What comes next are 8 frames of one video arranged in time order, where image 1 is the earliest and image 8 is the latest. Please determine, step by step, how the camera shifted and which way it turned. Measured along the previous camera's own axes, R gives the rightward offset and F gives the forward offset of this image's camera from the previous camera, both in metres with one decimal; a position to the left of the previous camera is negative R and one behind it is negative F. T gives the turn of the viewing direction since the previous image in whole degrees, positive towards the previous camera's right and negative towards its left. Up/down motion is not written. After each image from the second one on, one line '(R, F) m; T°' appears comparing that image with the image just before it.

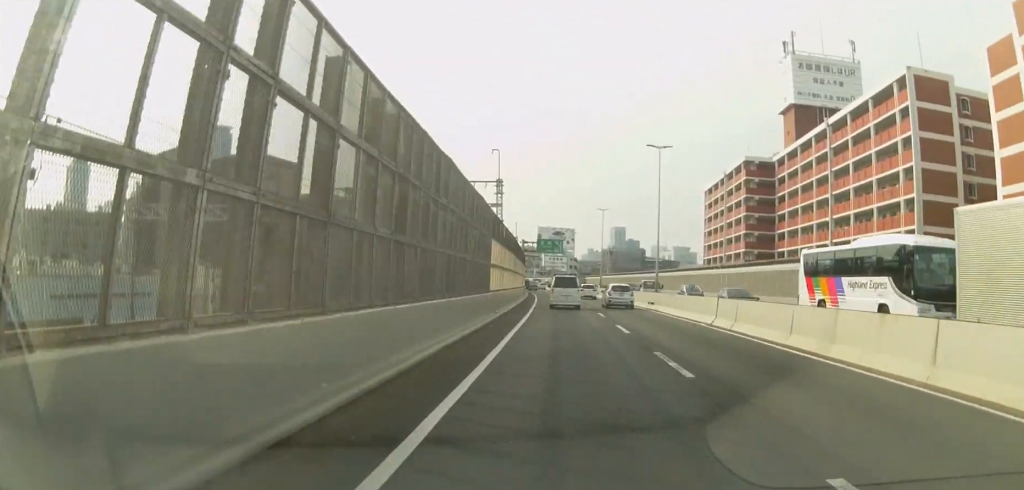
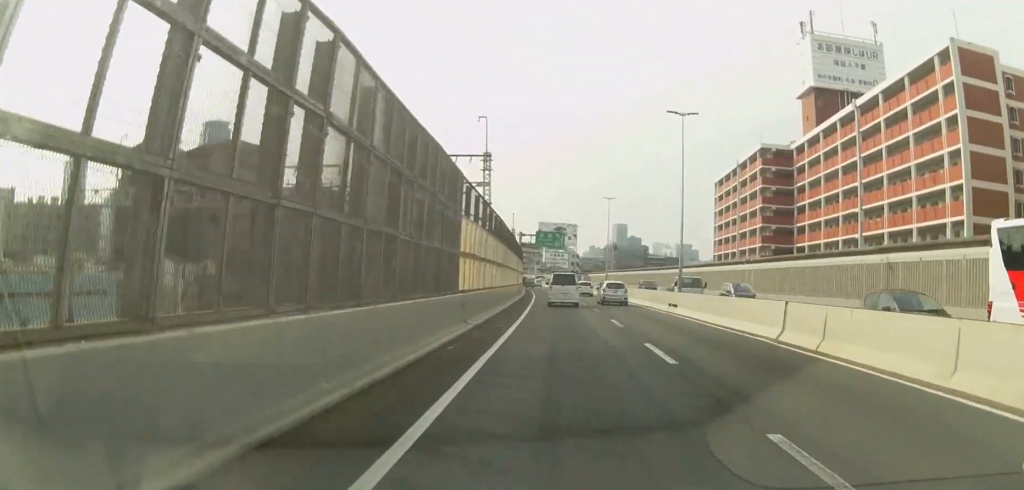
(0.0, +8.4) m; 0°
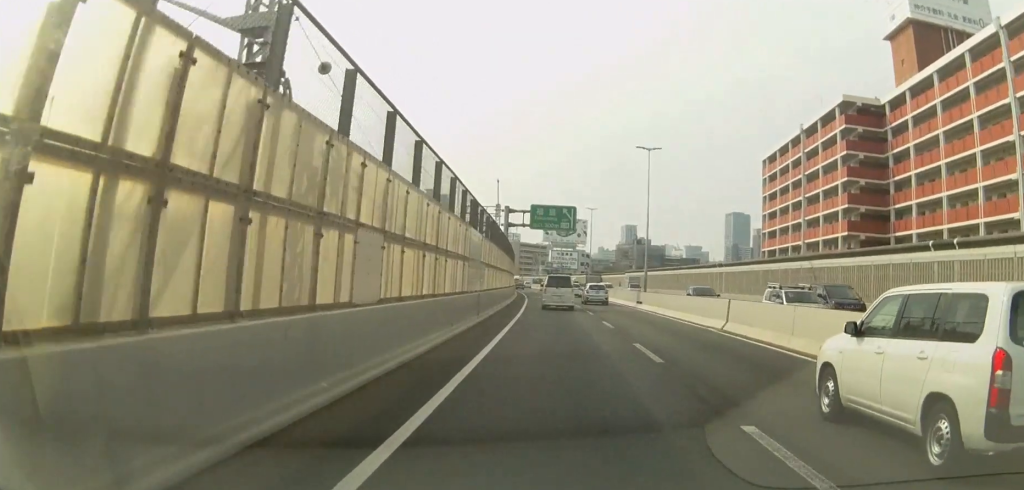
(0.0, +29.2) m; -1°
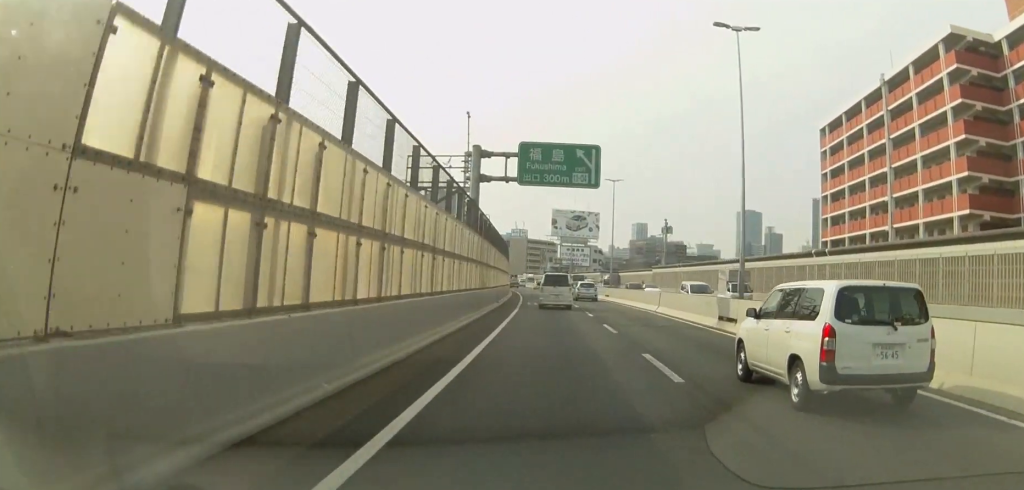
(-0.3, +22.6) m; 0°
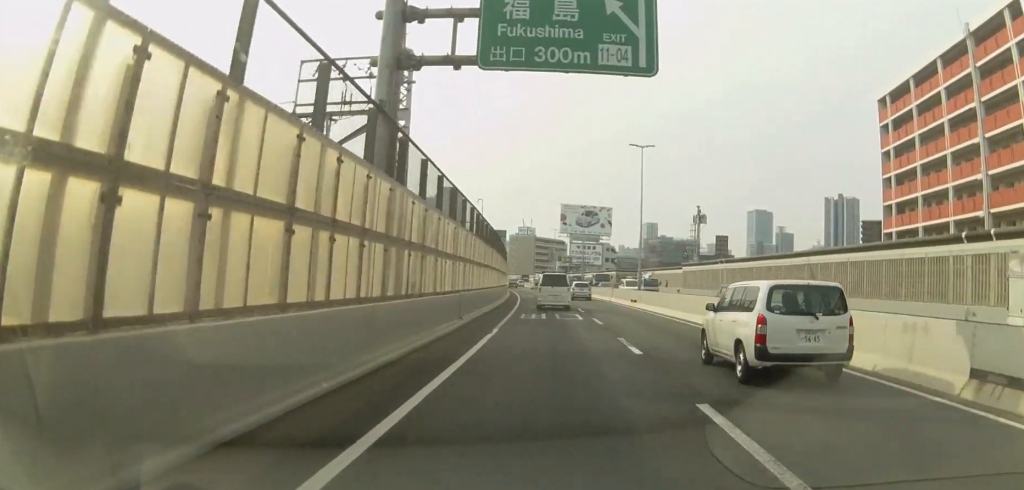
(+0.2, +15.8) m; -1°
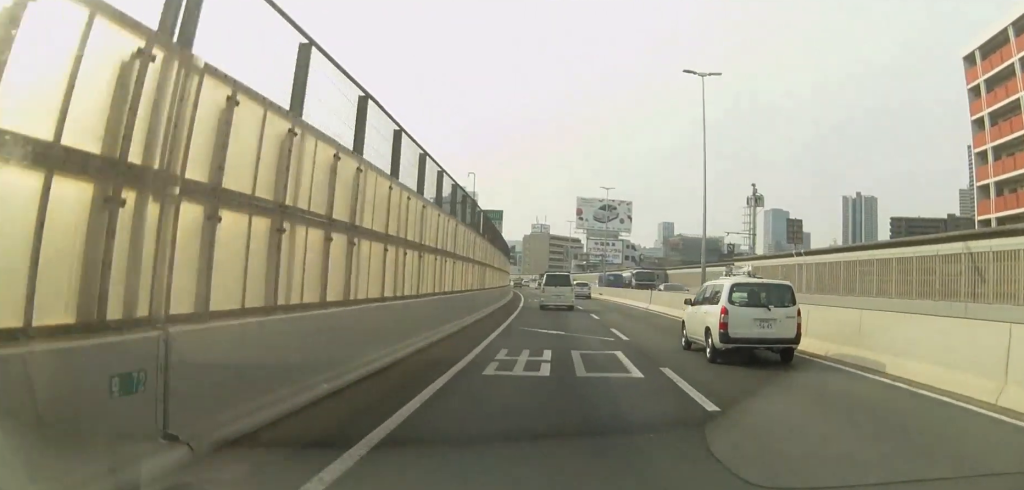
(-0.3, +16.4) m; -2°
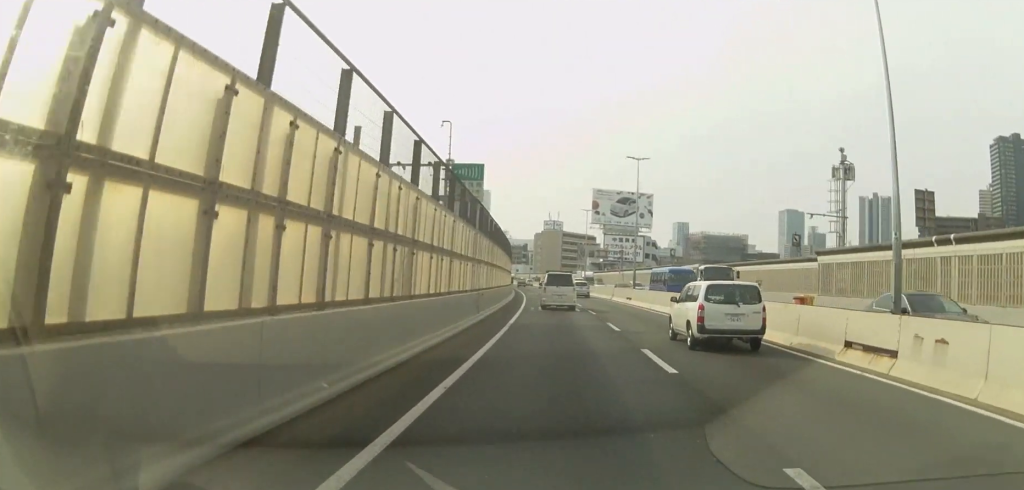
(-0.2, +16.3) m; 0°
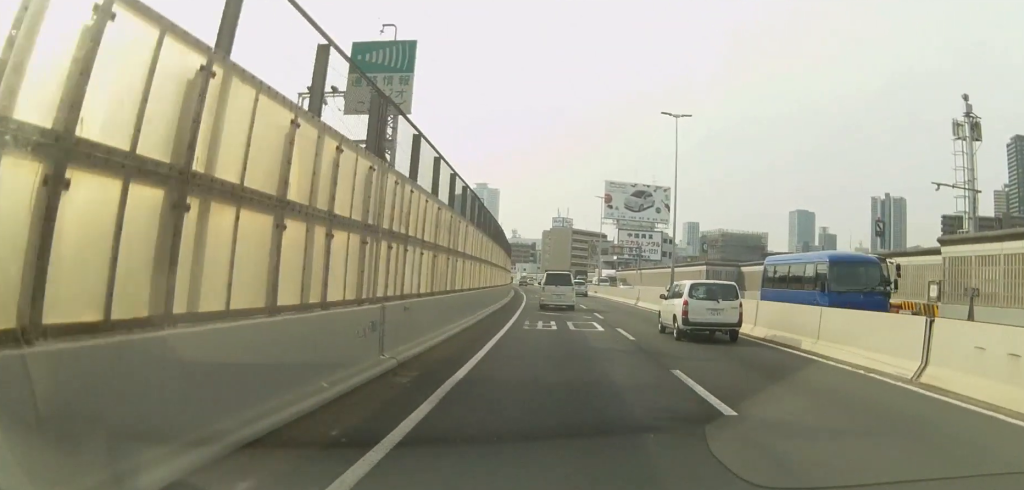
(+0.3, +13.6) m; 0°
